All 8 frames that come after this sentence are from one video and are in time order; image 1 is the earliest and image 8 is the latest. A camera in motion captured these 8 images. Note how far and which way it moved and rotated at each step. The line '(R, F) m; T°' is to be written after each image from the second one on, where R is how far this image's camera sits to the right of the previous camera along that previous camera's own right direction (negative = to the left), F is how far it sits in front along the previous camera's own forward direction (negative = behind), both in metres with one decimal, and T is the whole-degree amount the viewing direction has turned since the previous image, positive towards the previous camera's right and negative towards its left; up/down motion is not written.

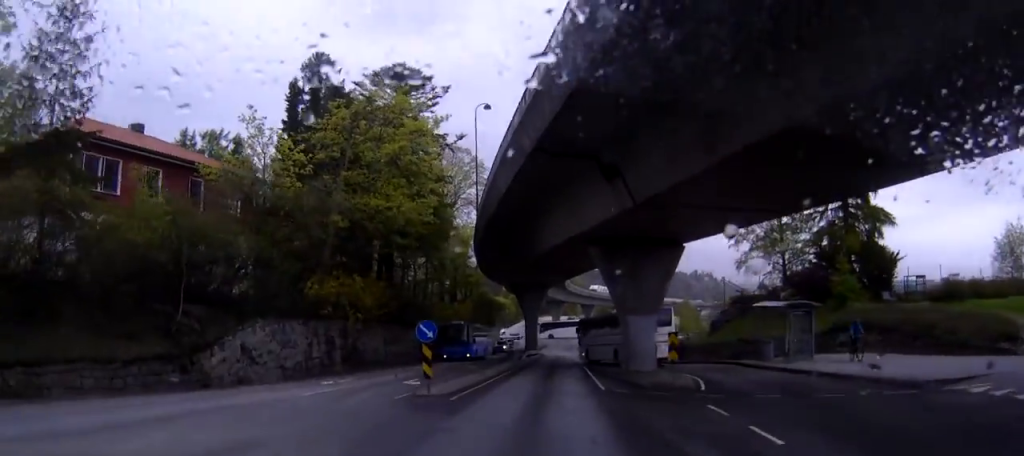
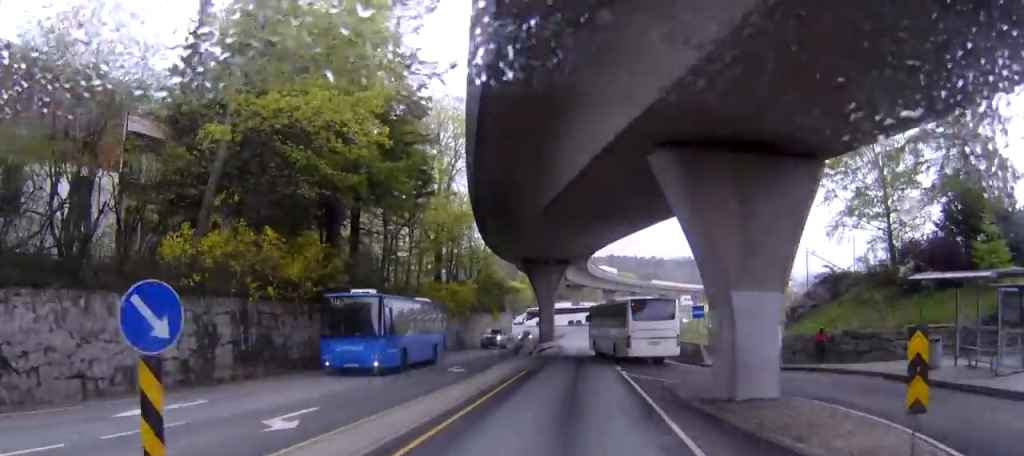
(+0.6, +15.7) m; +2°
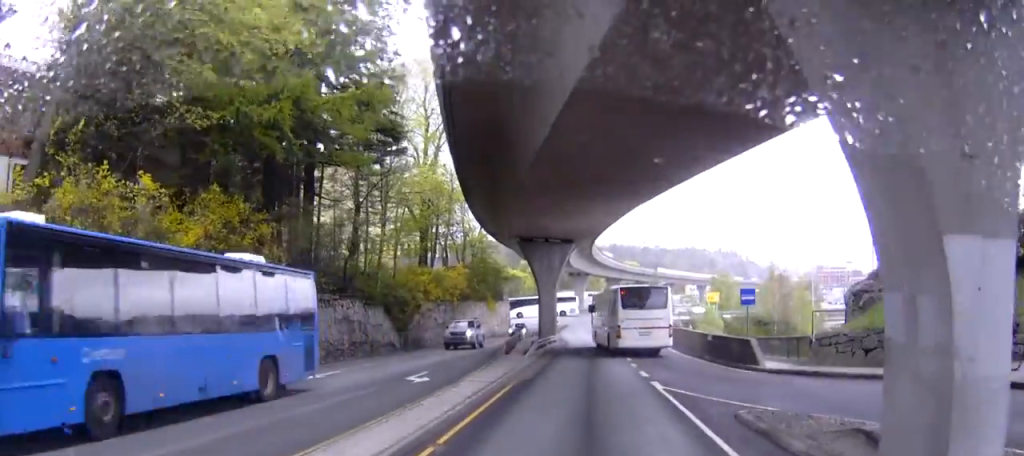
(+0.1, +9.0) m; +1°
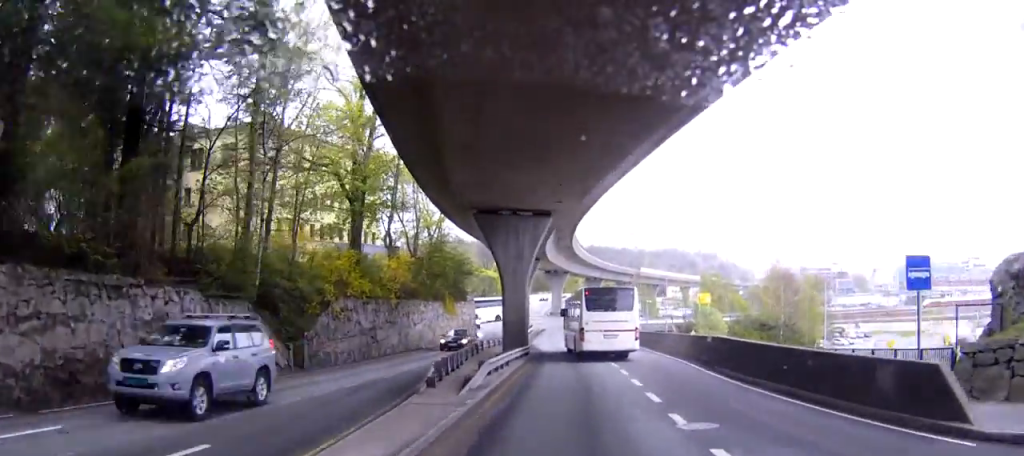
(+0.3, +14.7) m; +3°
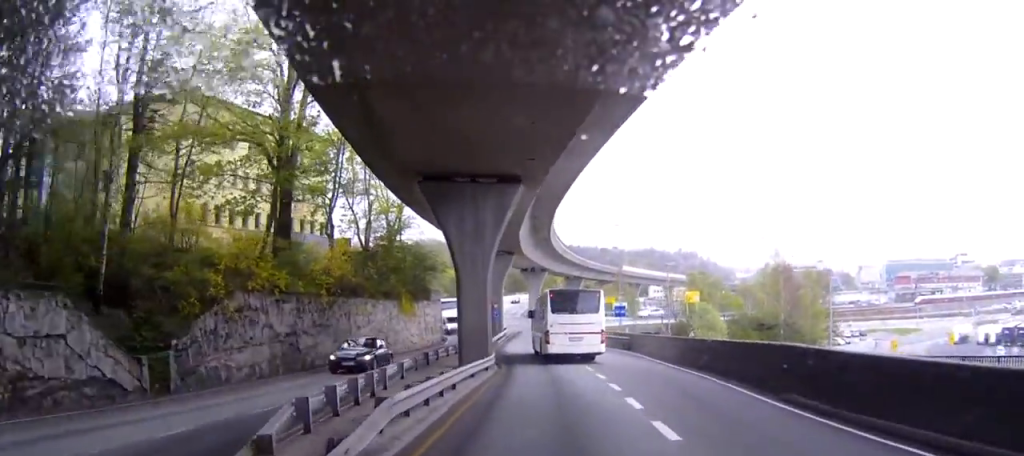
(+0.2, +9.3) m; +2°
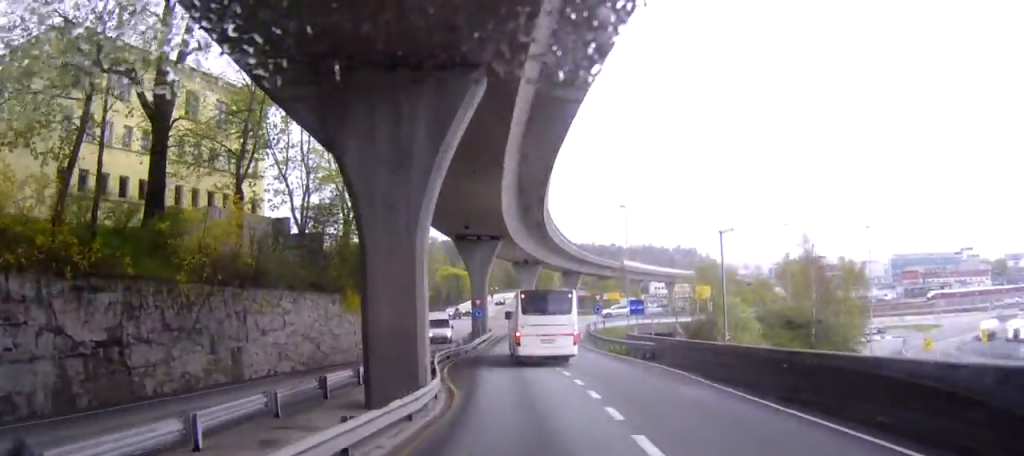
(+0.2, +13.1) m; +1°
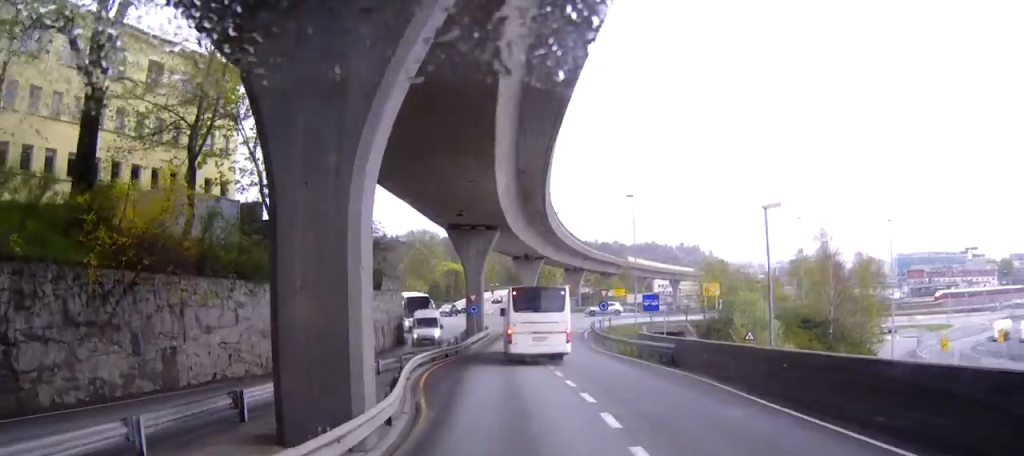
(+0.1, +4.9) m; 0°
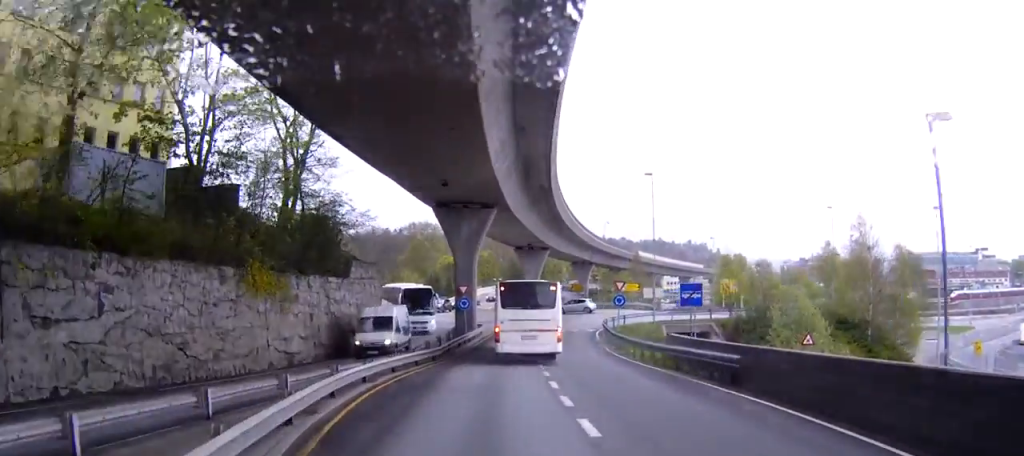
(-0.2, +8.7) m; -1°
